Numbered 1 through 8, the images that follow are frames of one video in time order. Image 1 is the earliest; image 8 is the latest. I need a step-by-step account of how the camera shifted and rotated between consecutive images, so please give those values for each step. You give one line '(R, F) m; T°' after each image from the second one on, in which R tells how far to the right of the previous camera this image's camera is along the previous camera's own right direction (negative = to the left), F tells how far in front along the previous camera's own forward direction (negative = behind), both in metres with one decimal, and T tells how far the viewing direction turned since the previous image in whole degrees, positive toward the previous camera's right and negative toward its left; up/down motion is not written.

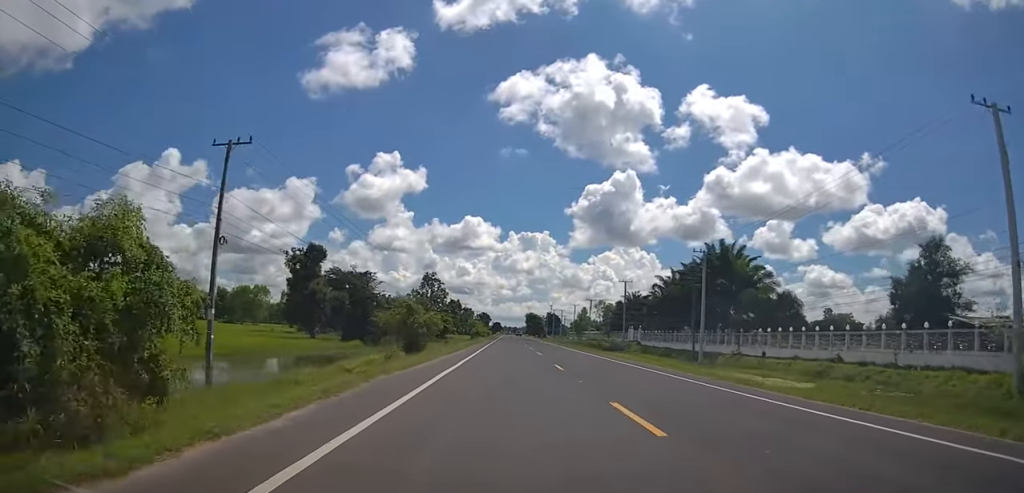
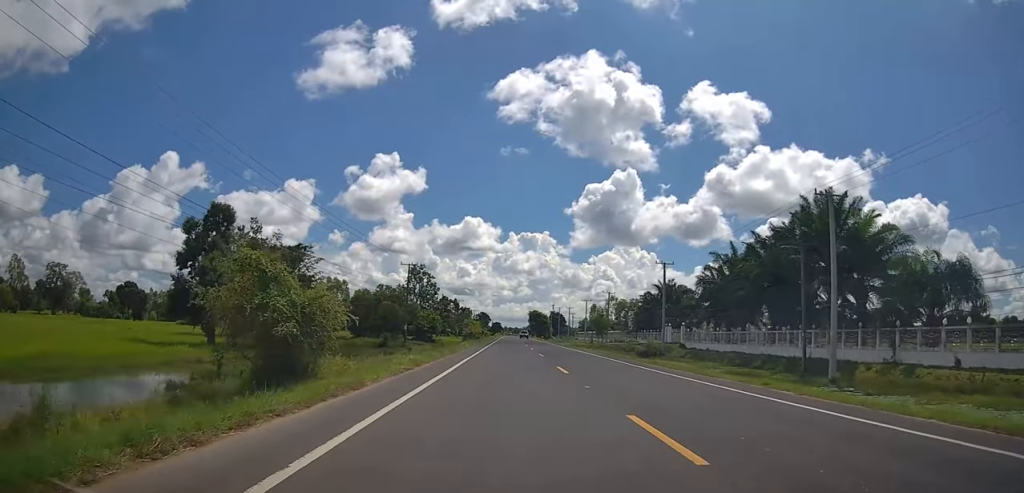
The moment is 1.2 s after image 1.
(-0.3, +25.8) m; 0°
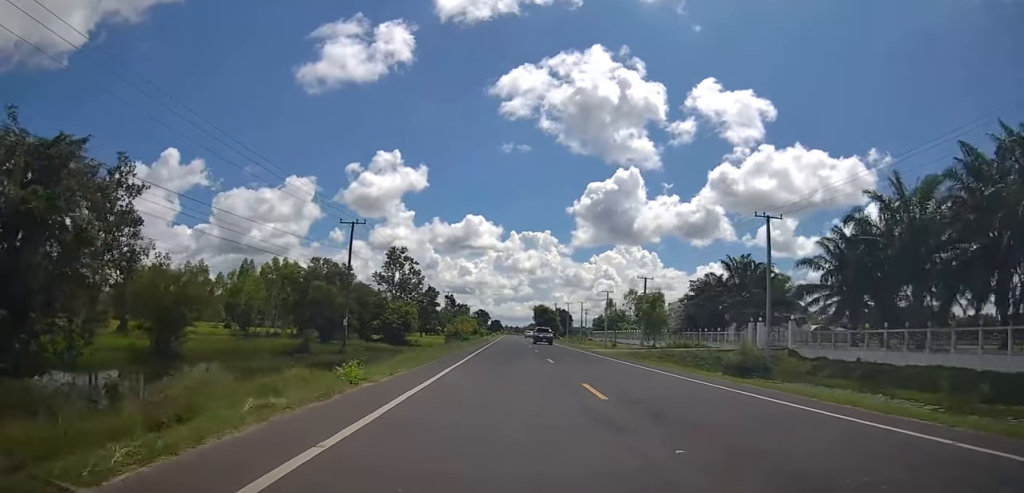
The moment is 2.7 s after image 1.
(+0.4, +31.4) m; 0°
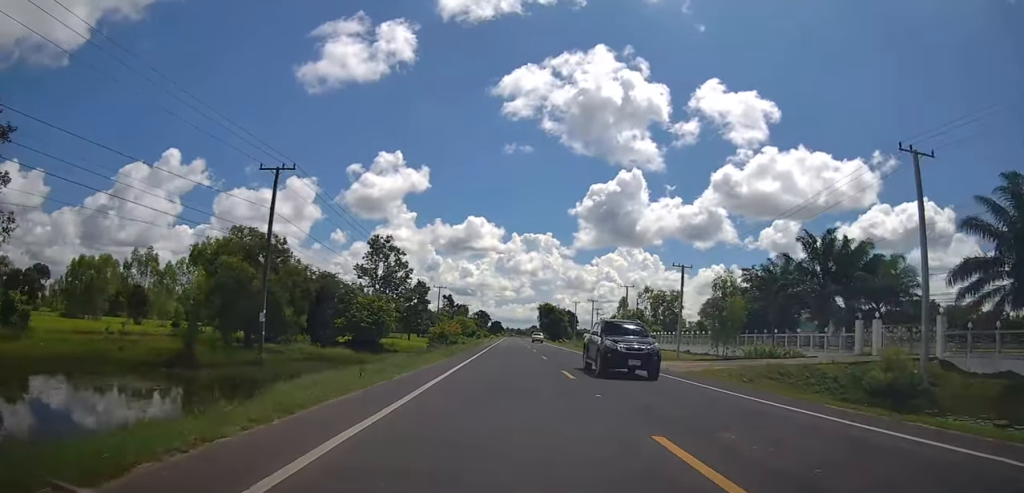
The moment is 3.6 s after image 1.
(-0.6, +18.7) m; 0°
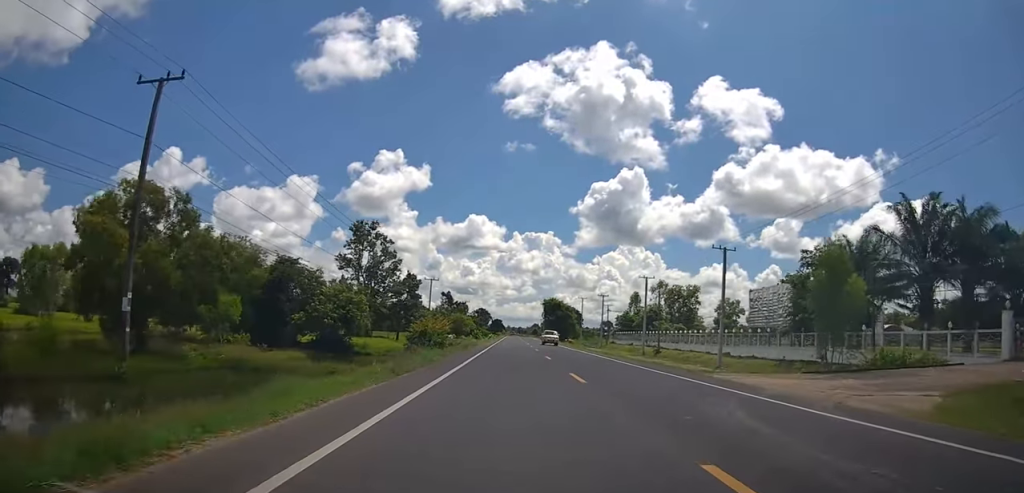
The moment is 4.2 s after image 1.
(+0.6, +13.7) m; 0°
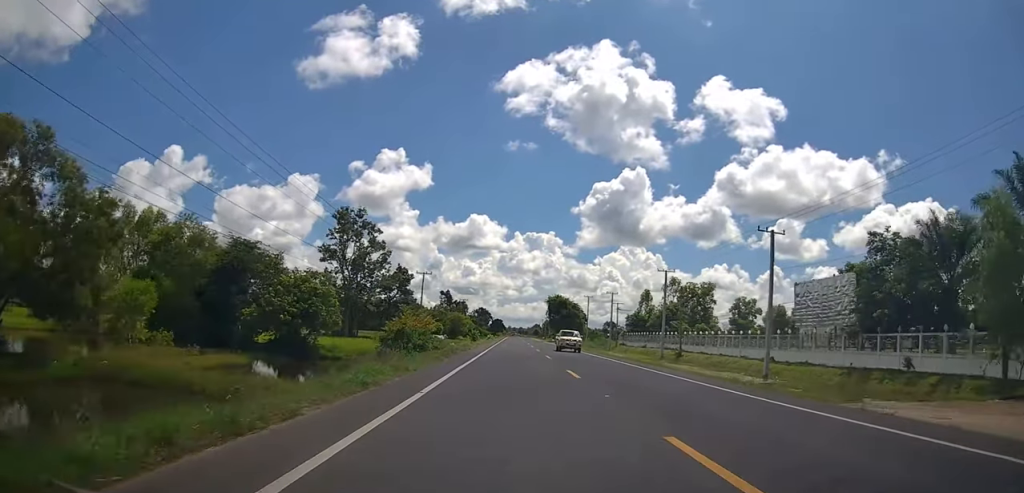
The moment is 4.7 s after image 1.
(0.0, +10.6) m; -1°
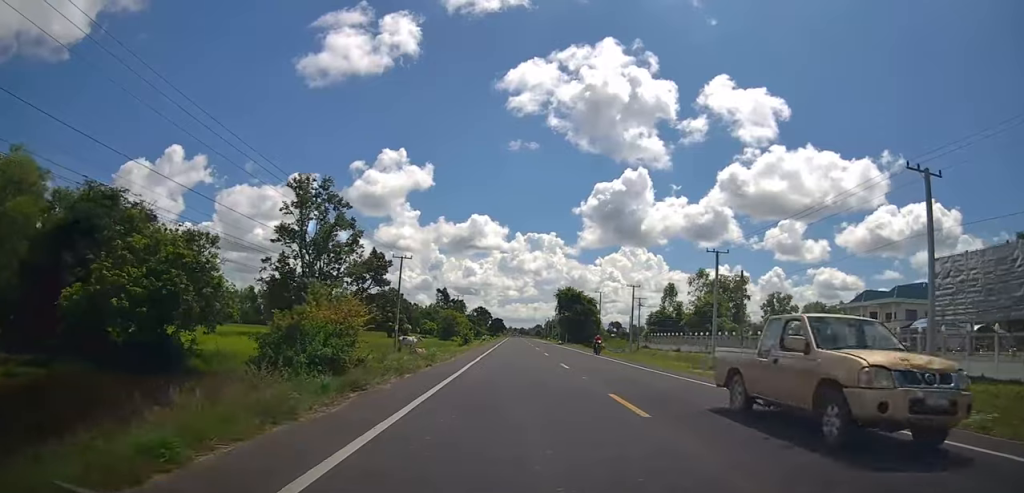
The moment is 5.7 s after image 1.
(-0.6, +19.4) m; -1°
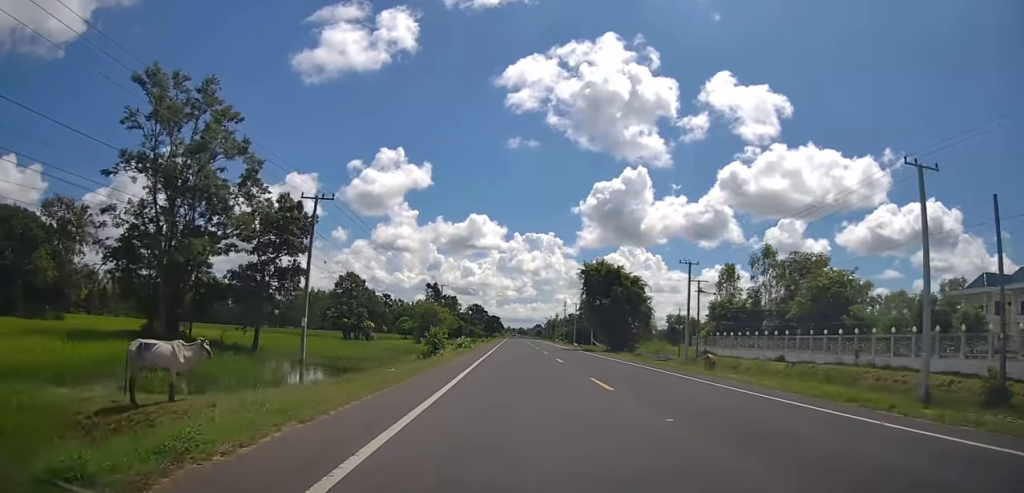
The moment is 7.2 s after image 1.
(+1.0, +32.3) m; +2°
